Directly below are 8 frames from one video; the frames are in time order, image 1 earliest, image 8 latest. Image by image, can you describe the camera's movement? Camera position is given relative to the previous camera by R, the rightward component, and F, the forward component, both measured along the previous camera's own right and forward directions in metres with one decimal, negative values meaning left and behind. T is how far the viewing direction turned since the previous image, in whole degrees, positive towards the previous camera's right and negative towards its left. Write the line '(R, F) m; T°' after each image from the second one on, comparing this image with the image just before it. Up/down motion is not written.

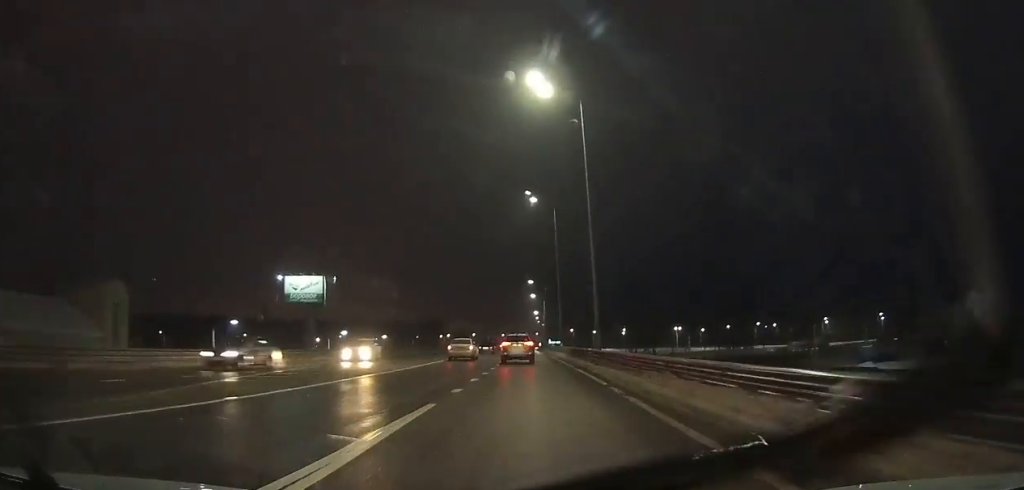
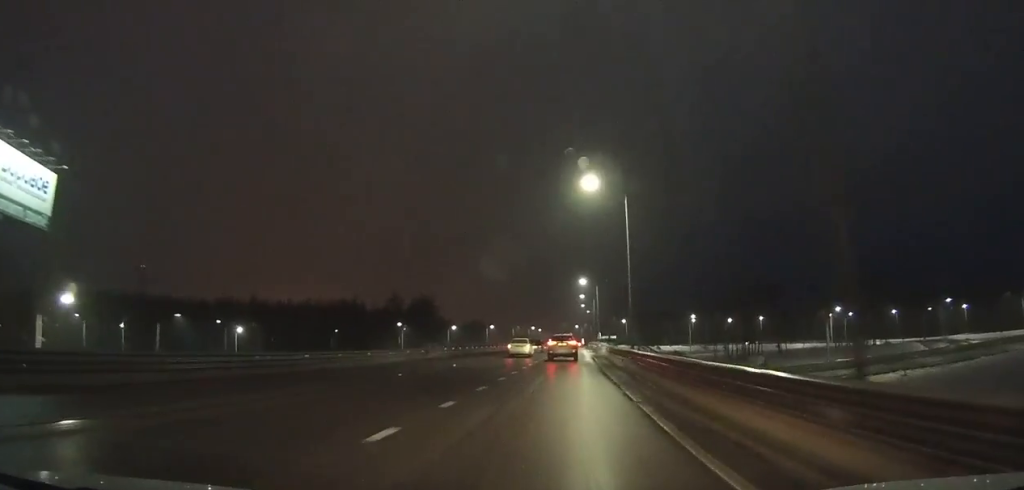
(-2.4, +87.9) m; -1°
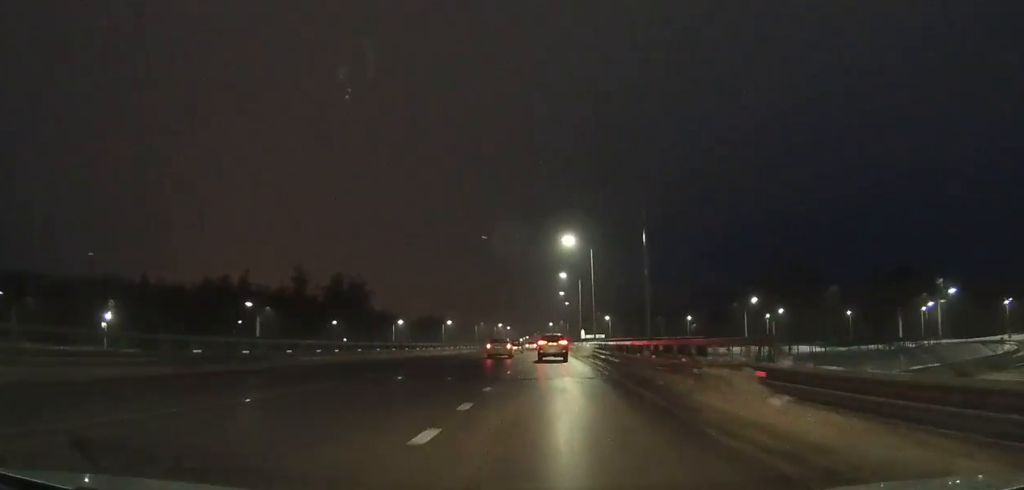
(+0.3, +39.9) m; +1°
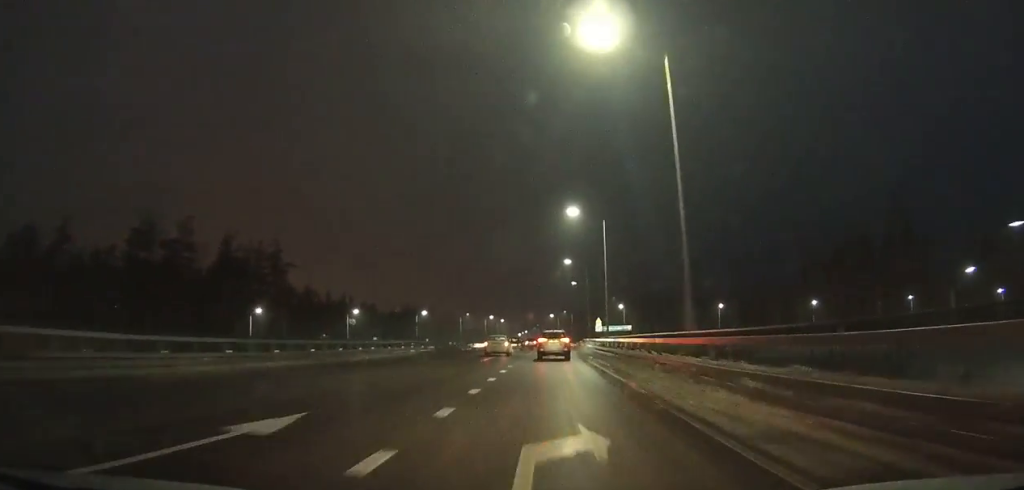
(+0.1, +40.2) m; +1°
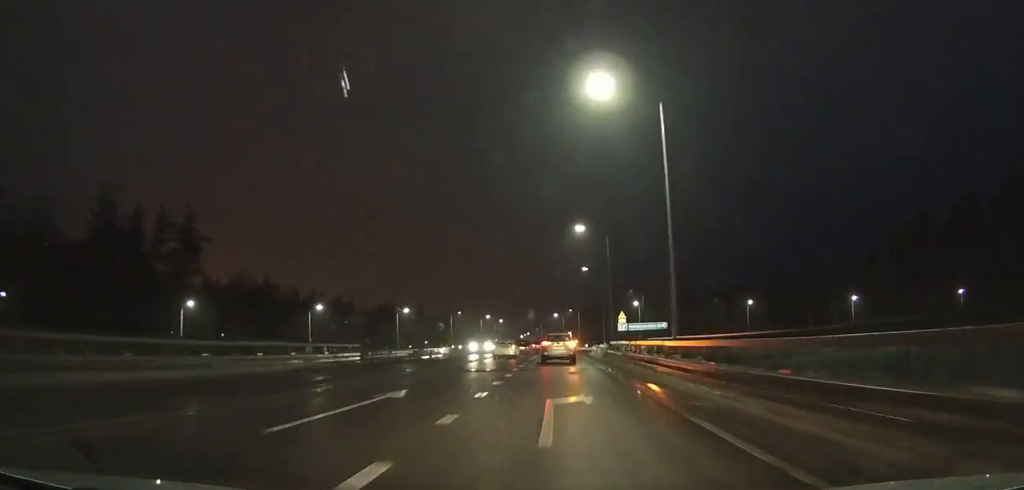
(+0.1, +24.5) m; +1°
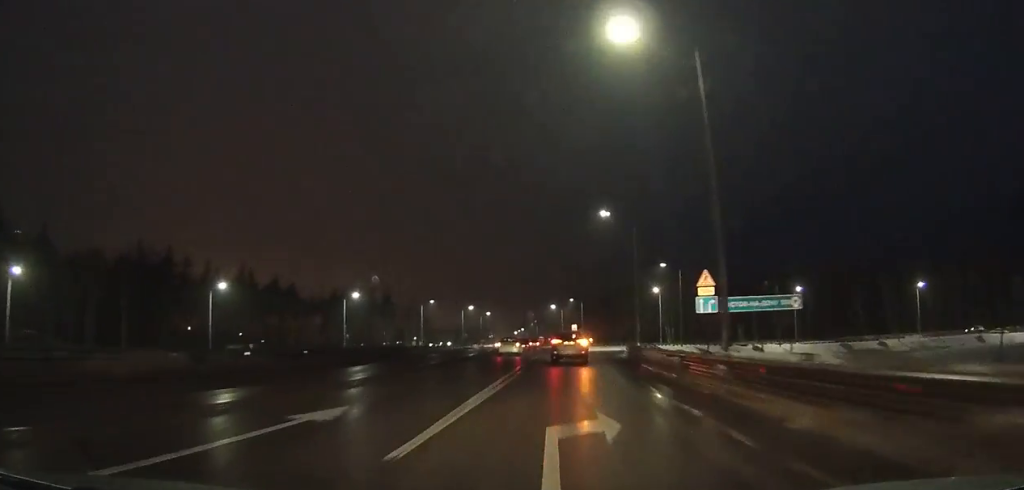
(+0.5, +33.2) m; +3°
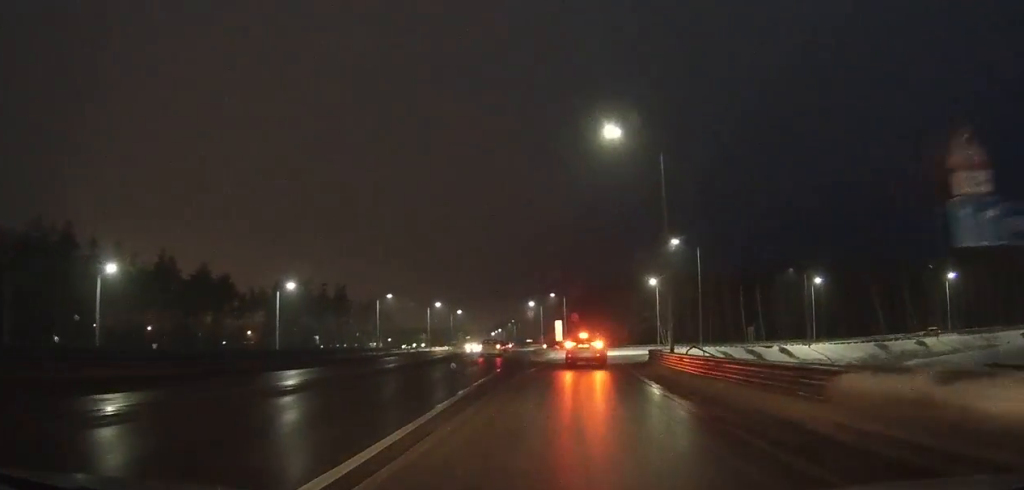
(0.0, +18.6) m; +4°
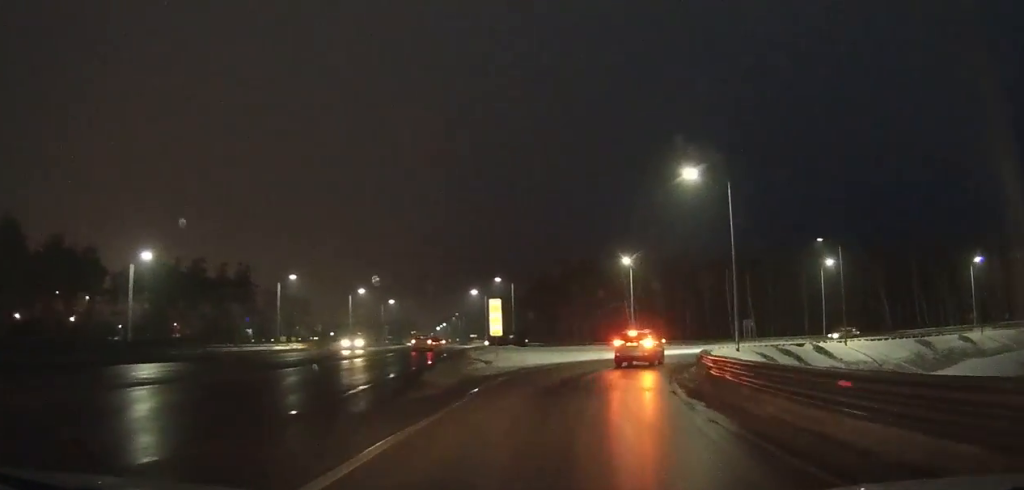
(+1.1, +22.2) m; +9°
